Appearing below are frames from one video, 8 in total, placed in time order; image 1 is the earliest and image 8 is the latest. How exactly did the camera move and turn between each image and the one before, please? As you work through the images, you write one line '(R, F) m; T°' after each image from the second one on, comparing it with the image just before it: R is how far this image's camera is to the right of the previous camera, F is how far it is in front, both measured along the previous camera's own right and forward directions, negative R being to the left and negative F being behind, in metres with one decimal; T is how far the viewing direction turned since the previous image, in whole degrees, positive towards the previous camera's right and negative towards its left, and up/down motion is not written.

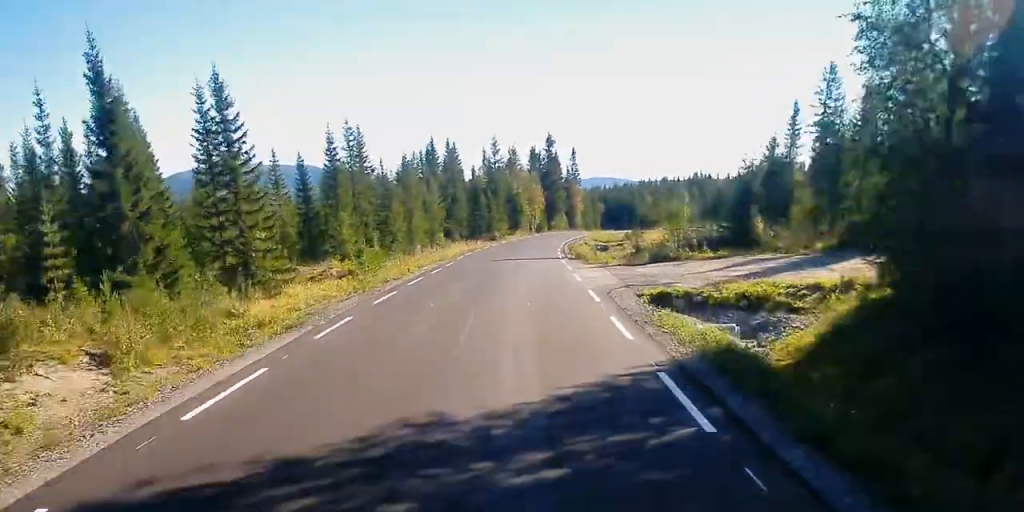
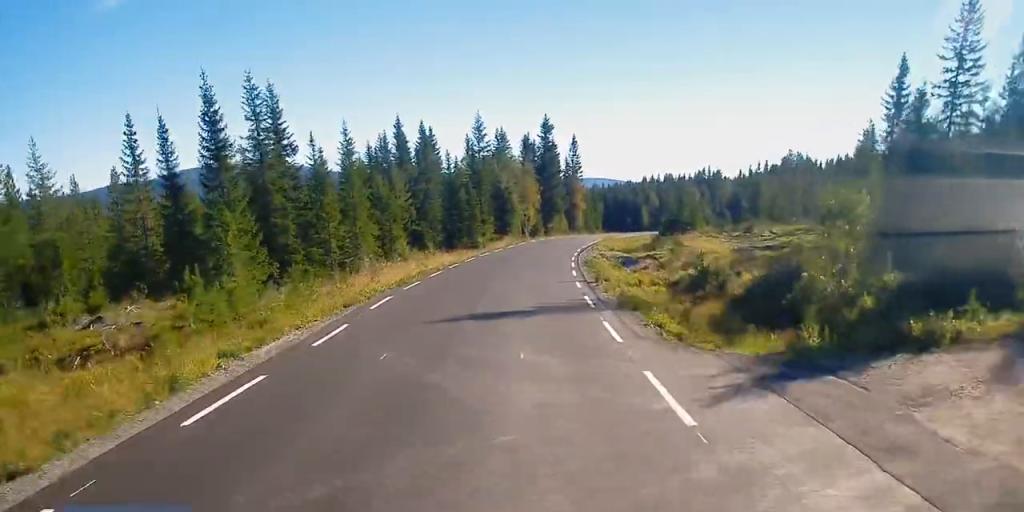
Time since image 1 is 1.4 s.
(+0.4, +23.8) m; +2°
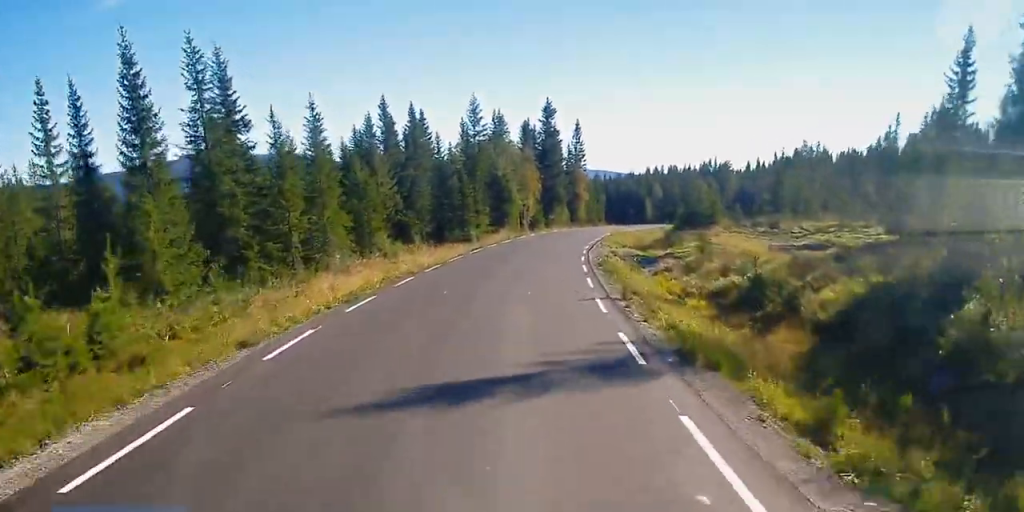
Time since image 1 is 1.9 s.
(+0.3, +8.6) m; 0°
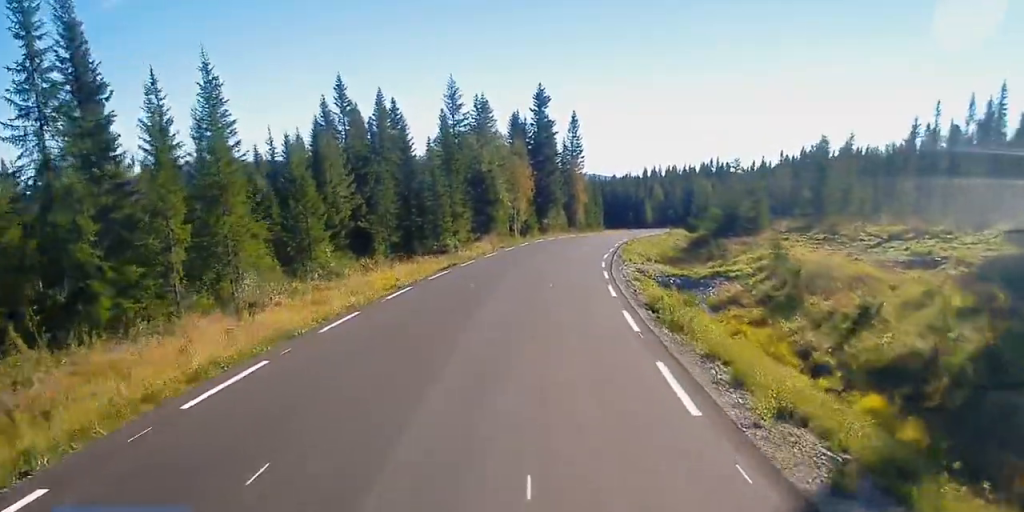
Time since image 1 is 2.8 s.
(-0.2, +15.0) m; 0°
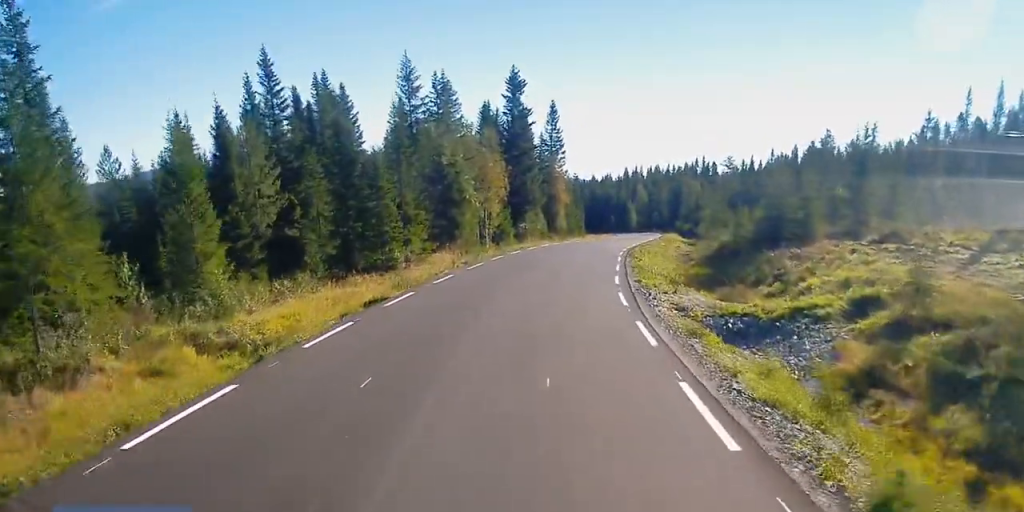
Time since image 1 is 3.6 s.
(+0.1, +13.4) m; +1°
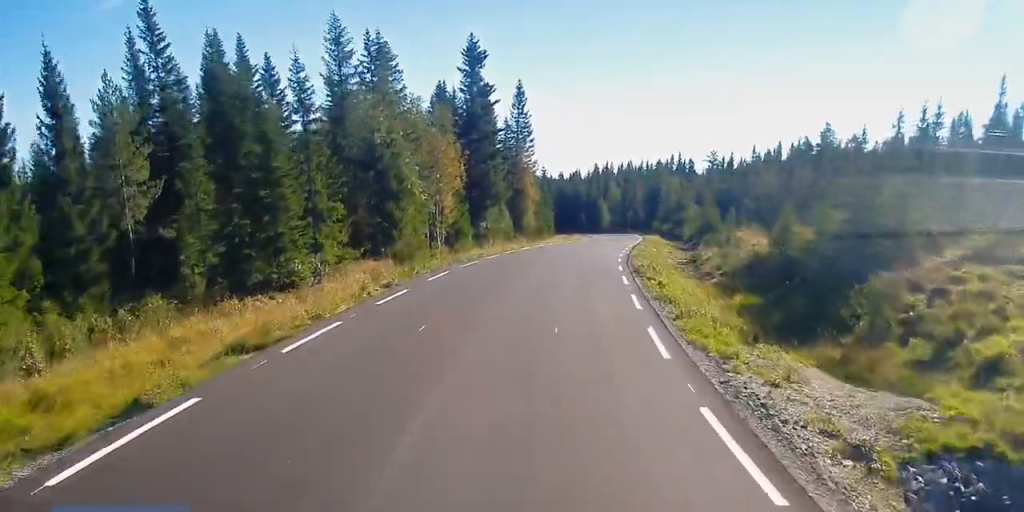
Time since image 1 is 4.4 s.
(+0.2, +13.4) m; +2°
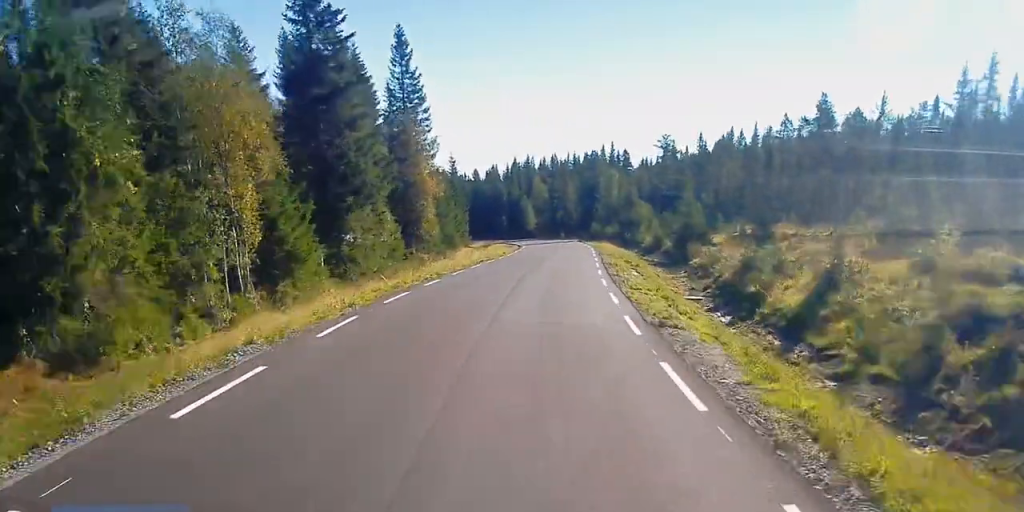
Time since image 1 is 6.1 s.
(+1.4, +27.0) m; +6°
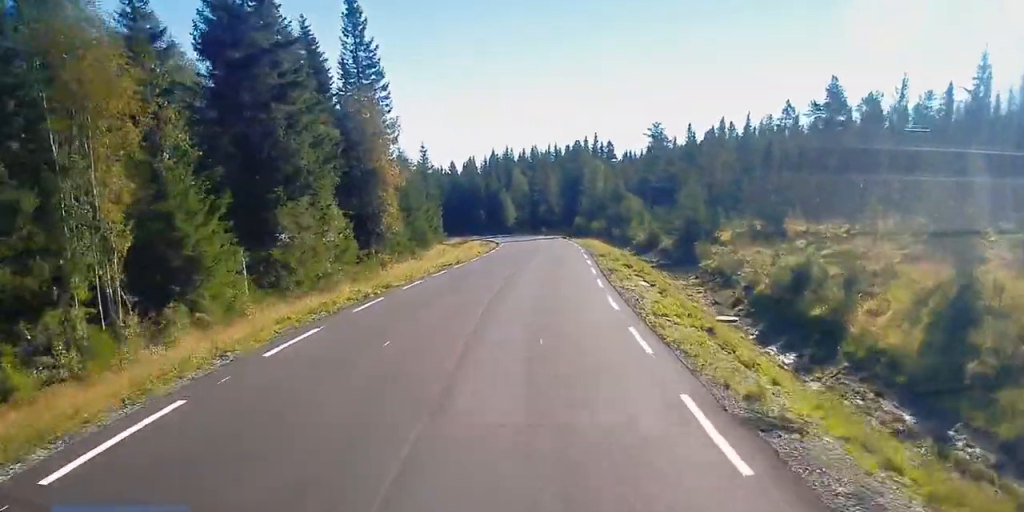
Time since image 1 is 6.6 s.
(0.0, +8.3) m; +1°
